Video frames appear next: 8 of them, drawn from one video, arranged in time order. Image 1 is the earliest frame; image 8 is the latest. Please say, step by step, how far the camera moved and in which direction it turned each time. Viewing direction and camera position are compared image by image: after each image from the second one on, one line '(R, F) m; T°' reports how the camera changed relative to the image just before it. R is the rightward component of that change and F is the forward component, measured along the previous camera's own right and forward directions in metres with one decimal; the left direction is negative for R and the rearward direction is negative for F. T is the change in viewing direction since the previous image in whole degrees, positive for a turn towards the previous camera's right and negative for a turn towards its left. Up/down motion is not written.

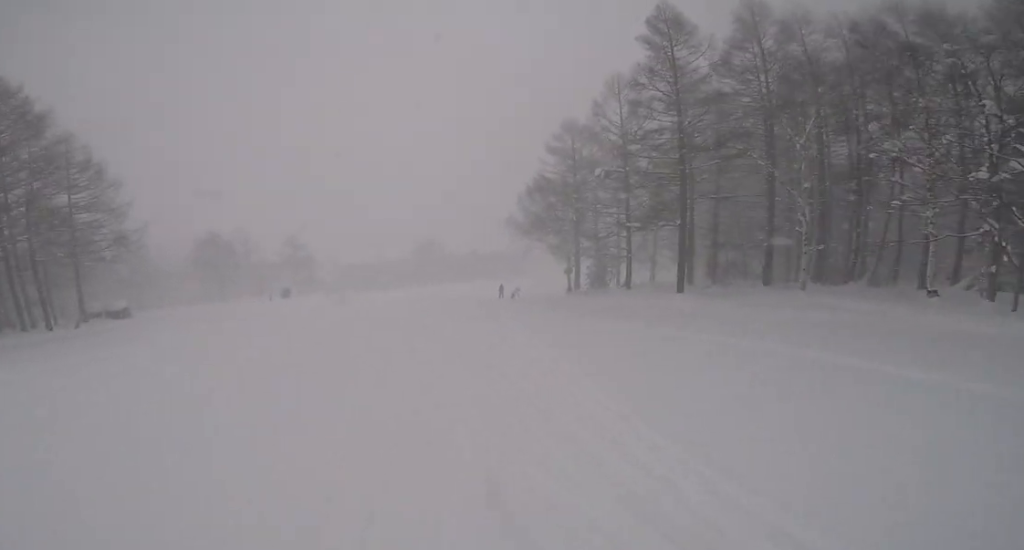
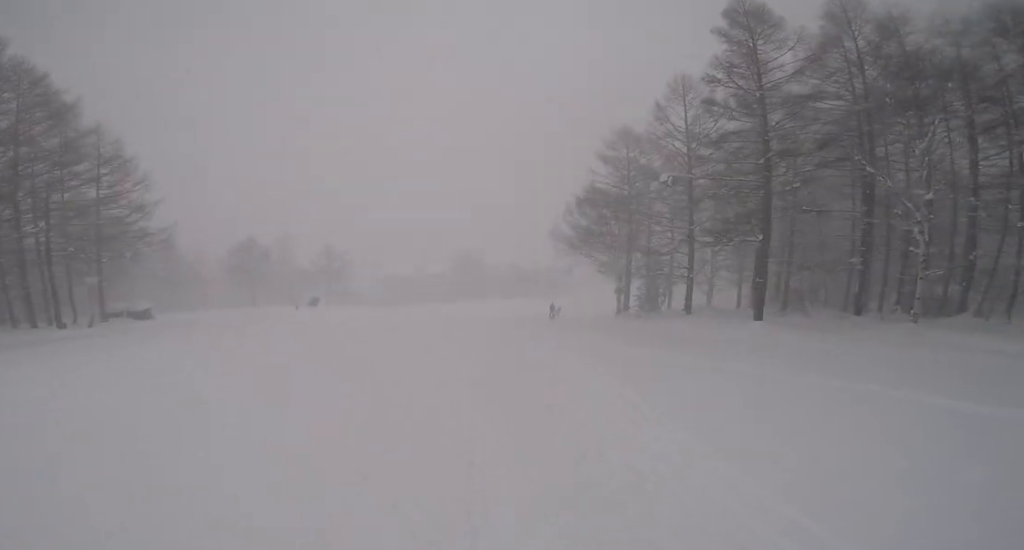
(+0.1, +3.2) m; 0°
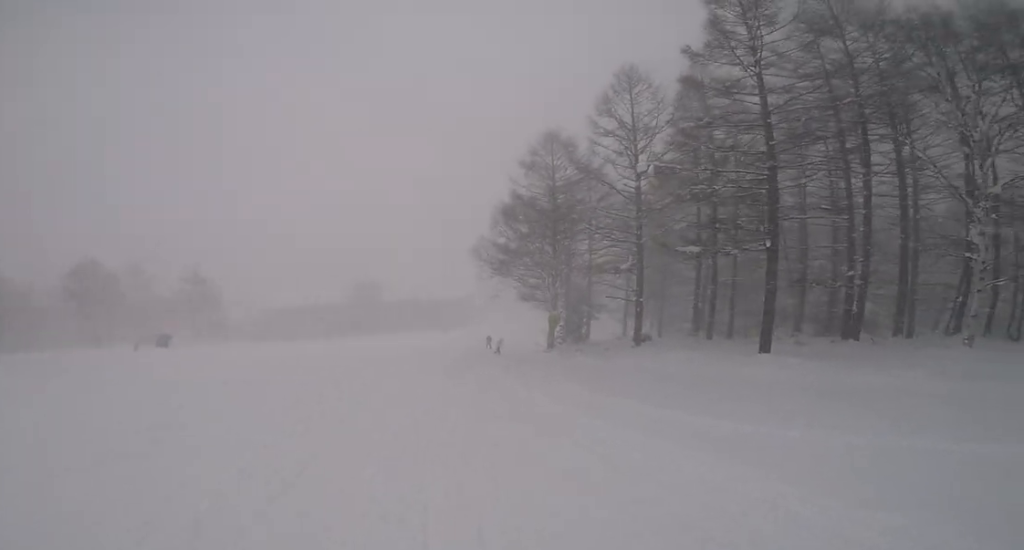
(+0.1, +8.4) m; +3°
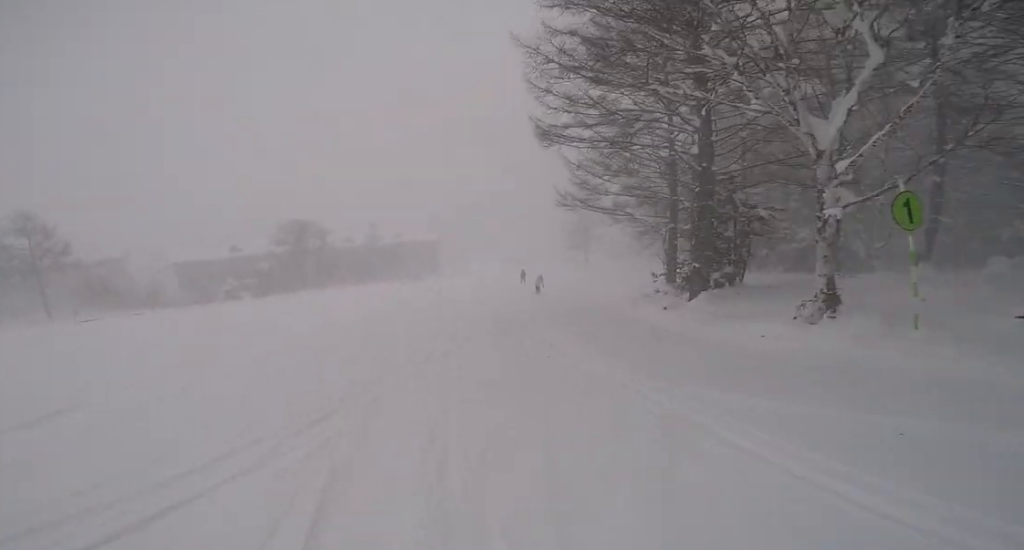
(+1.5, +22.1) m; +8°
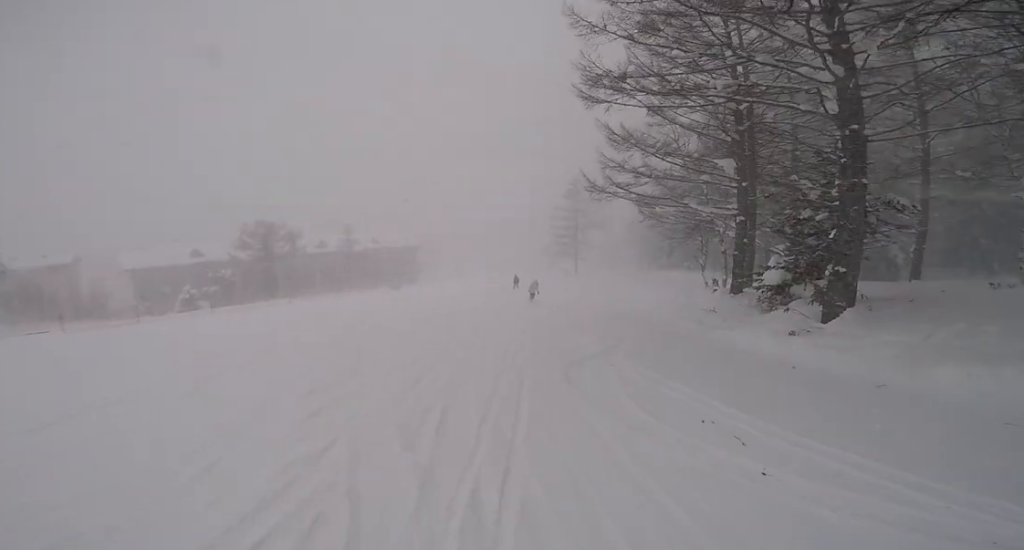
(+0.6, +5.5) m; +7°
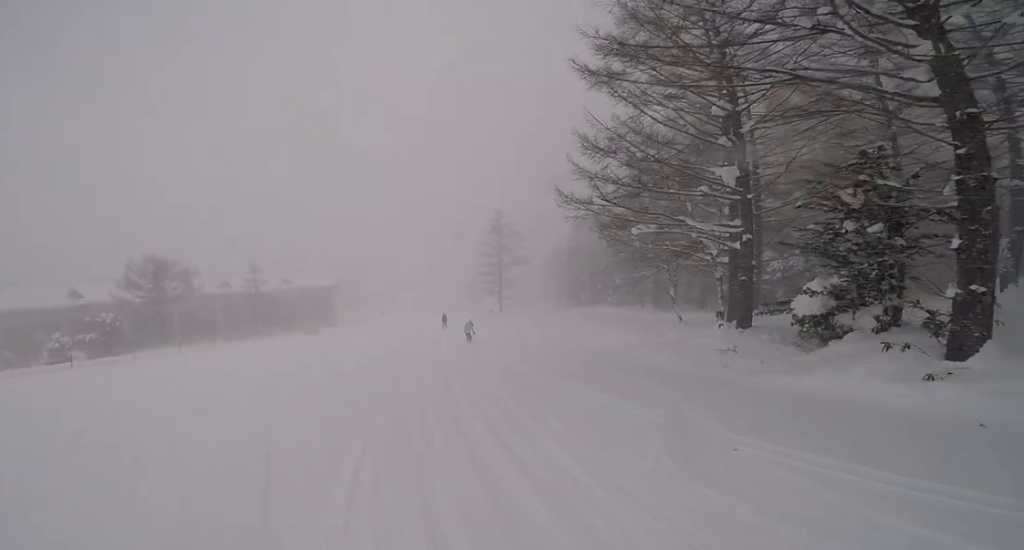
(-0.1, +4.7) m; +6°
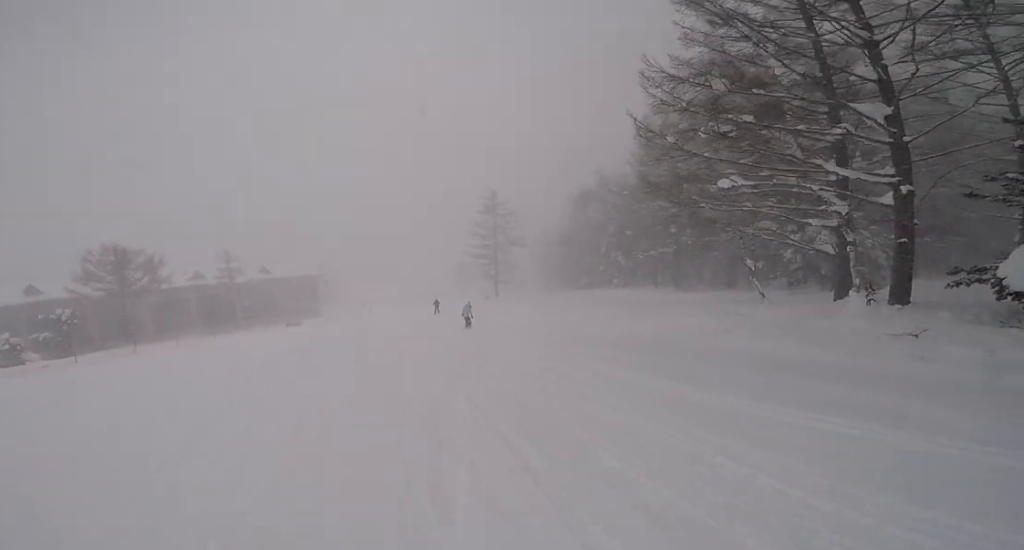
(+0.3, +4.6) m; +3°
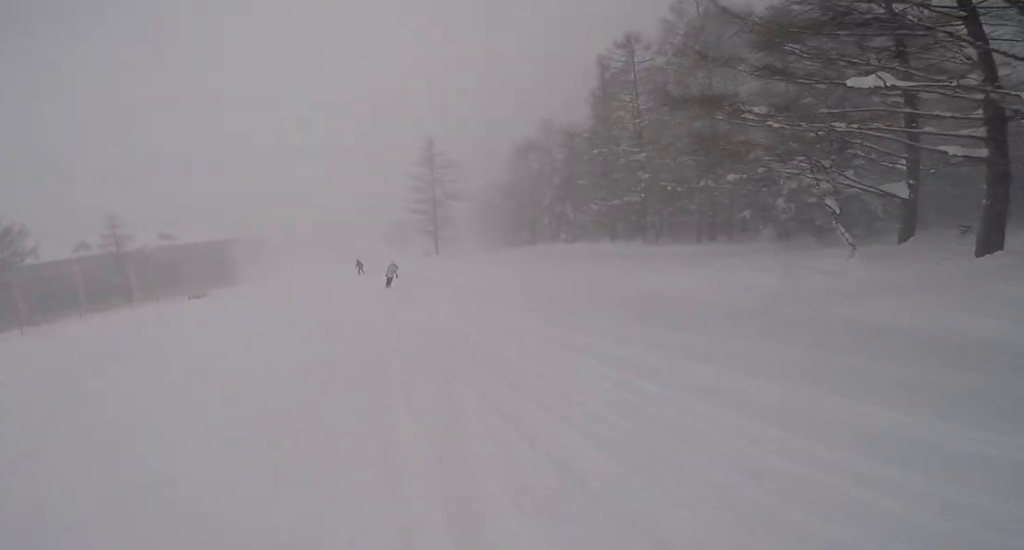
(+0.5, +6.0) m; -2°
